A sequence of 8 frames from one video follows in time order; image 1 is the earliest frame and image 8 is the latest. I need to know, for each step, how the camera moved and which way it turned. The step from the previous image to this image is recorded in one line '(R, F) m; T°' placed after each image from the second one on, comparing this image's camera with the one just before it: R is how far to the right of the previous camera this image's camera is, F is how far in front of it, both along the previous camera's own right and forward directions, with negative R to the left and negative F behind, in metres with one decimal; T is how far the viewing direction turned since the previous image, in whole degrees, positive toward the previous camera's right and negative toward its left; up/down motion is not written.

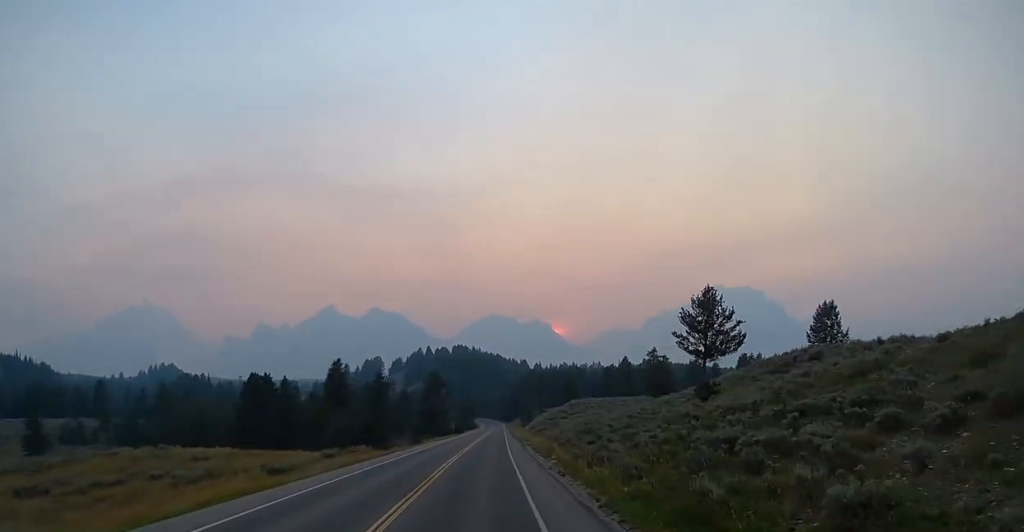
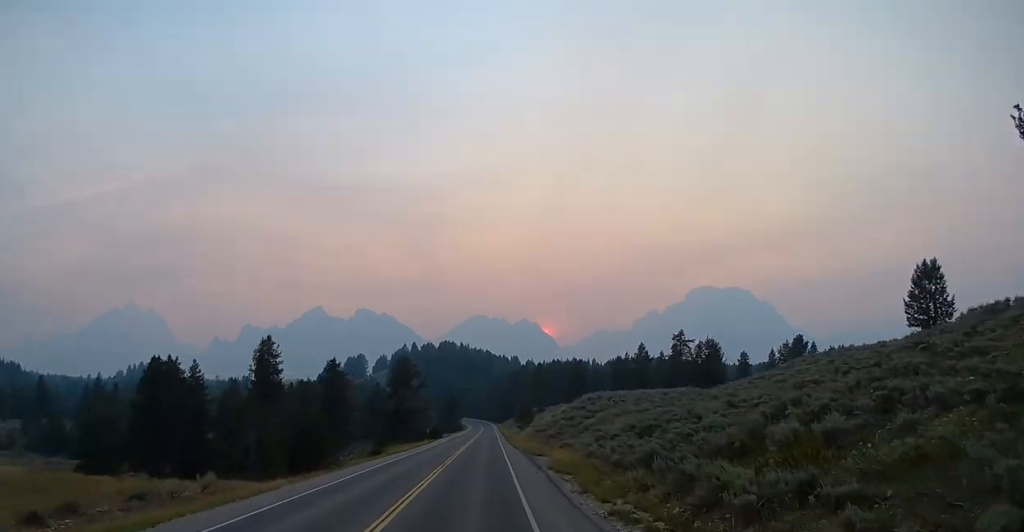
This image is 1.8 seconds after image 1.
(+0.7, +33.1) m; +2°
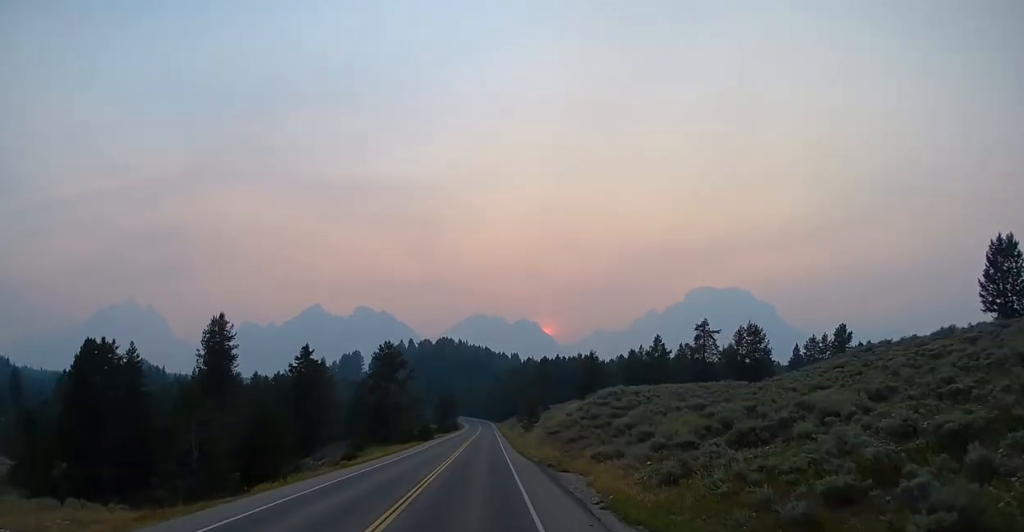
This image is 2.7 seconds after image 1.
(+0.1, +15.7) m; 0°
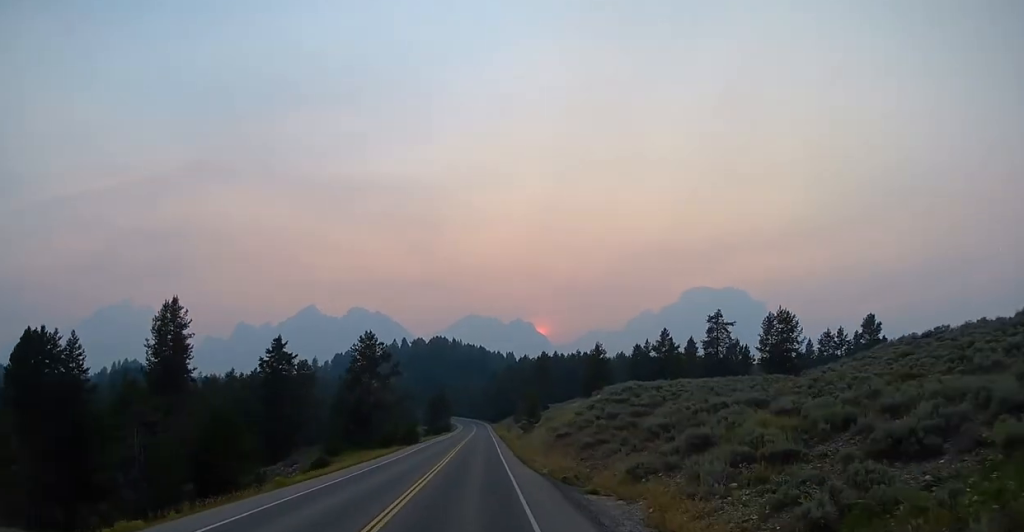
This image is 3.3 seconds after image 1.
(0.0, +10.1) m; 0°
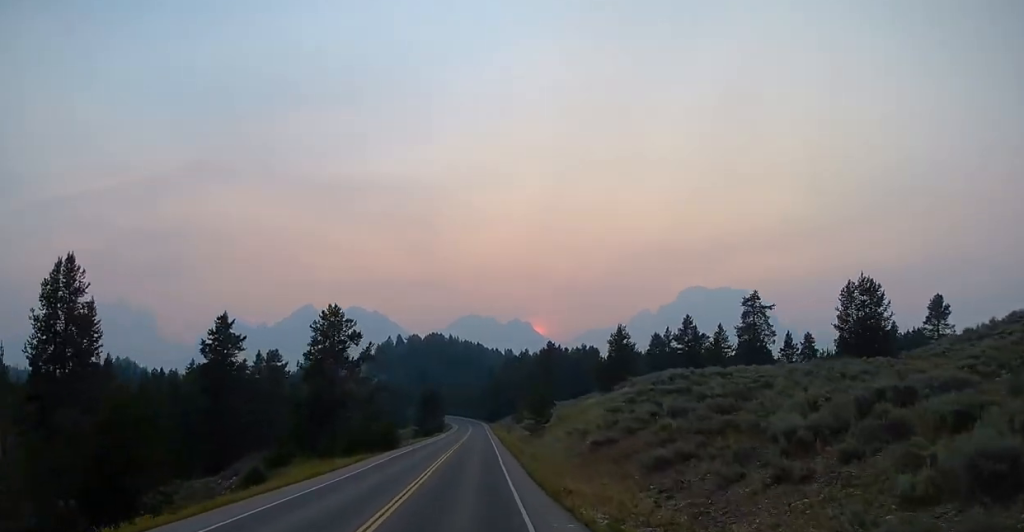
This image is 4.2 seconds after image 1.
(0.0, +17.3) m; 0°
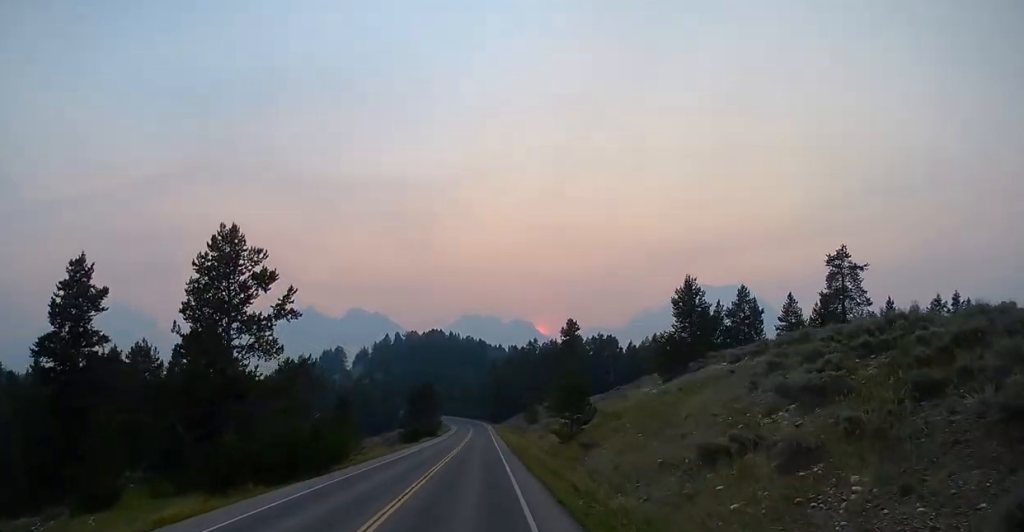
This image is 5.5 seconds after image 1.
(0.0, +27.4) m; 0°
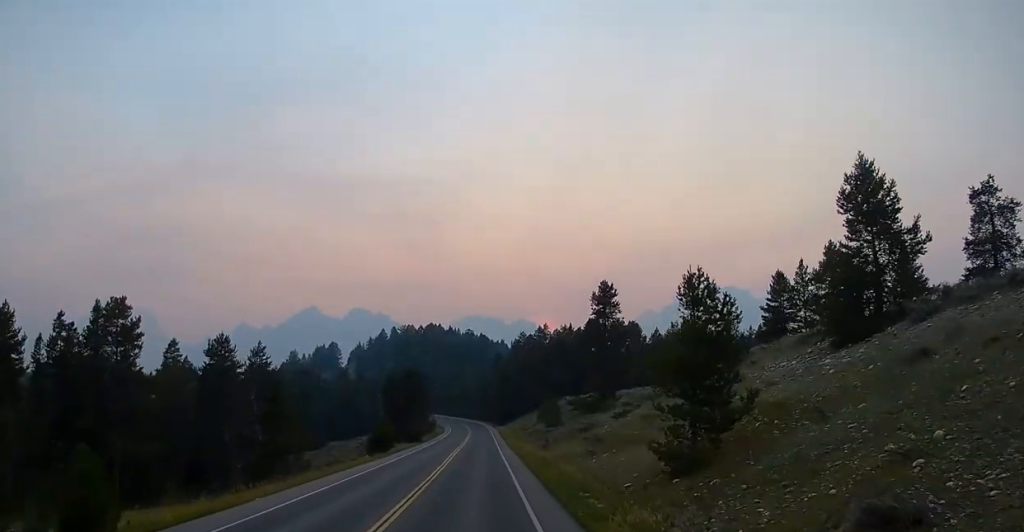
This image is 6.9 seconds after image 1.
(-0.2, +25.3) m; -1°
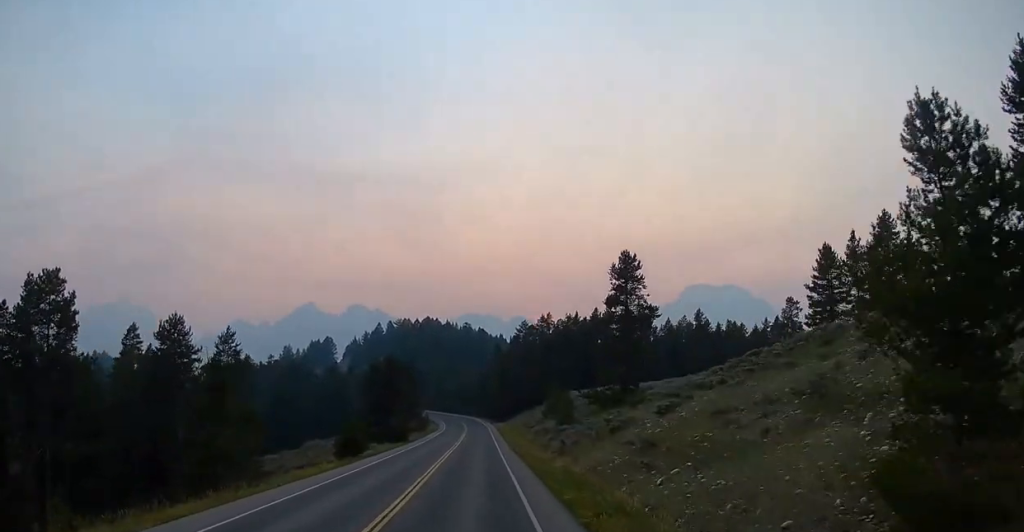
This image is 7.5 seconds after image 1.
(-0.2, +10.9) m; 0°
